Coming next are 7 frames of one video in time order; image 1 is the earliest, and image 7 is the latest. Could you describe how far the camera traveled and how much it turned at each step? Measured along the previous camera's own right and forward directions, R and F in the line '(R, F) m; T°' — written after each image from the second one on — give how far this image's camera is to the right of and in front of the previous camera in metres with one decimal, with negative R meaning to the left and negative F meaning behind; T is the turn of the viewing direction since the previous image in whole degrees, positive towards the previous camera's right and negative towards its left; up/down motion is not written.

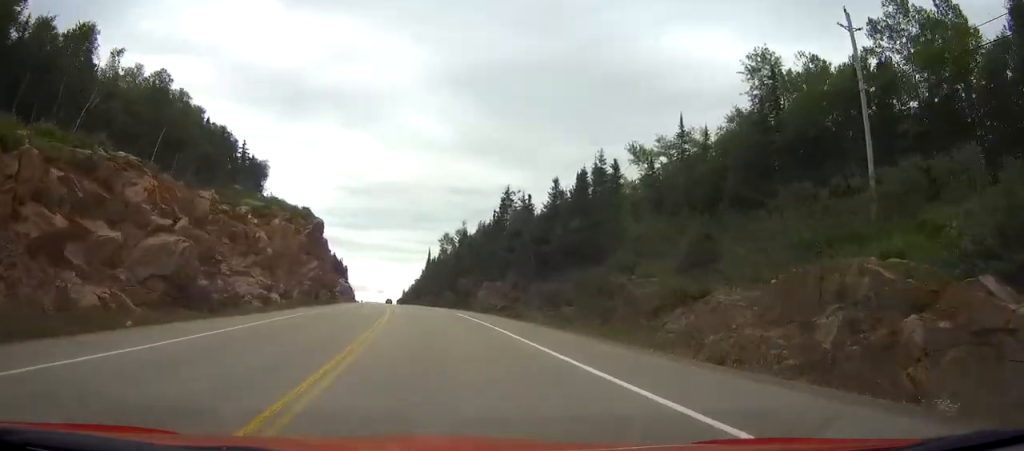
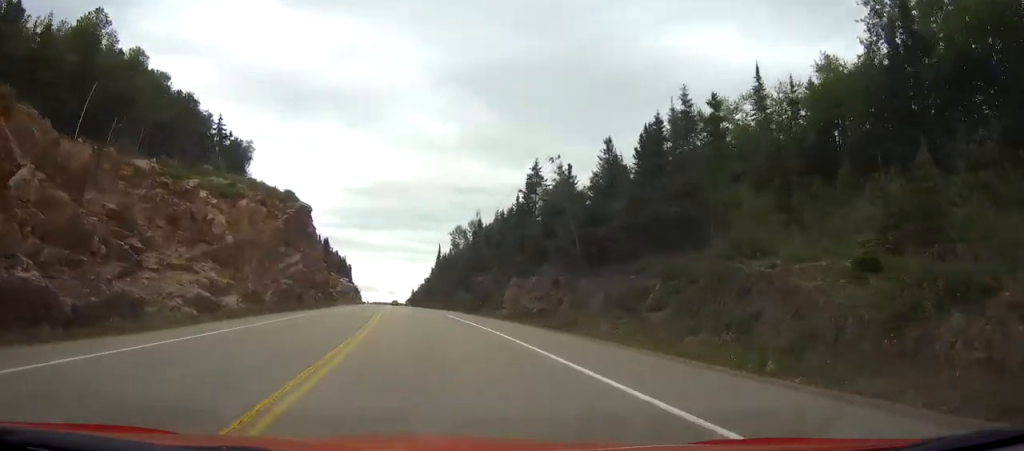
(0.0, +16.8) m; -1°
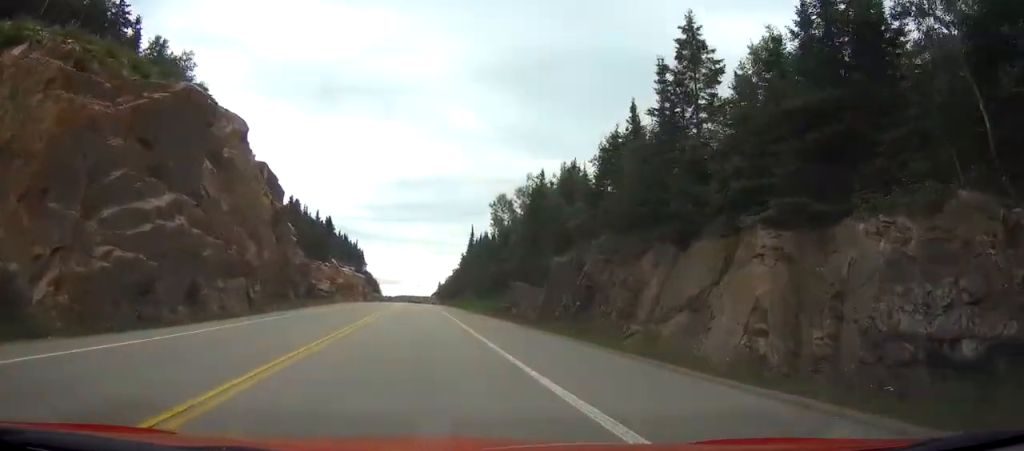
(-0.8, +38.7) m; -2°
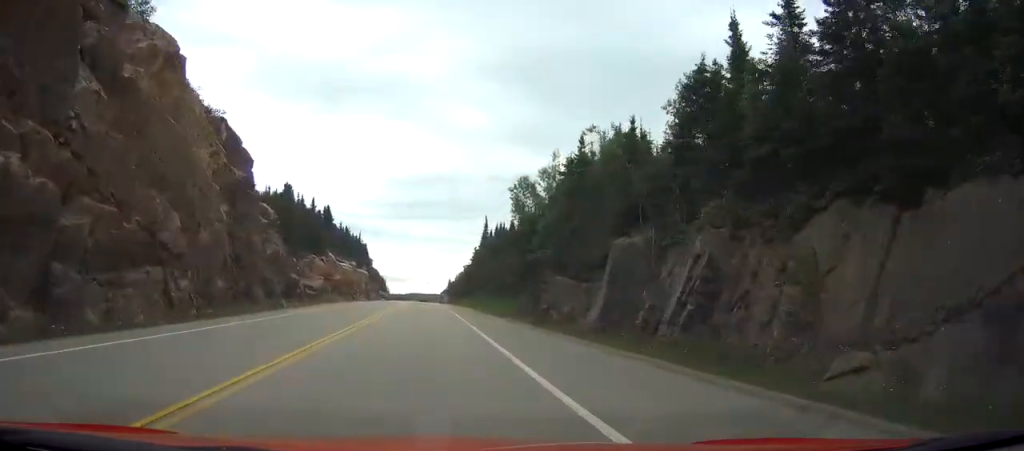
(0.0, +14.7) m; -1°
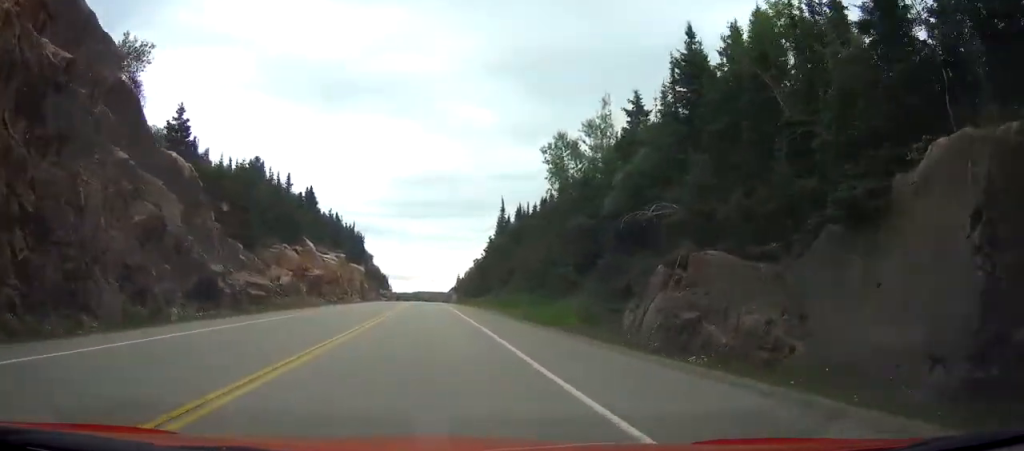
(-0.2, +24.2) m; 0°
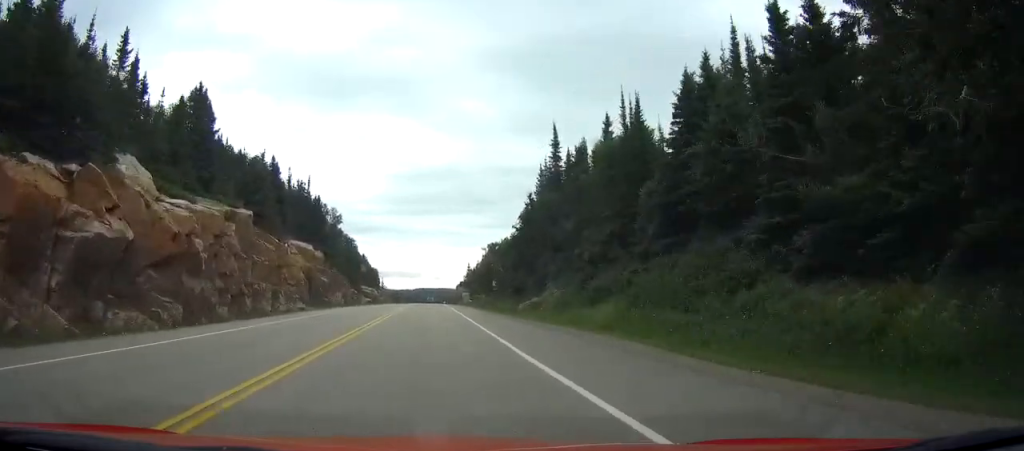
(0.0, +53.9) m; 0°
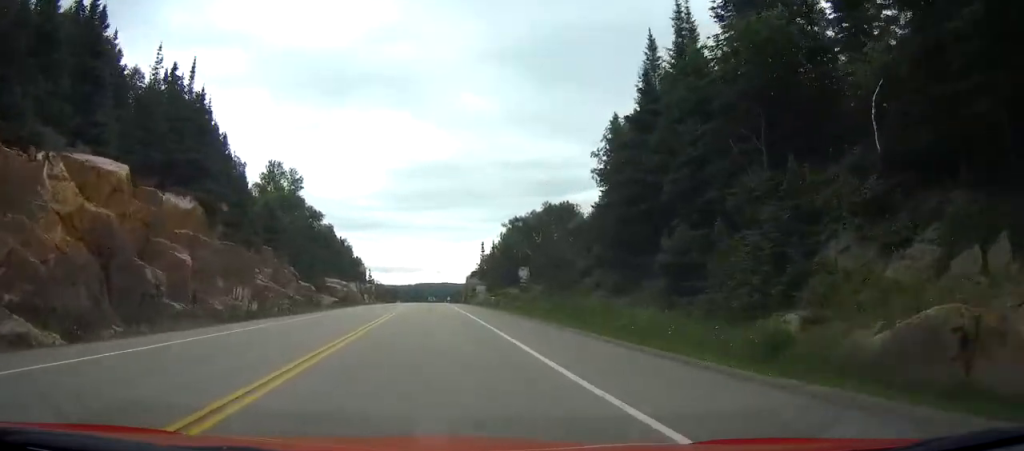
(0.0, +45.7) m; 0°
